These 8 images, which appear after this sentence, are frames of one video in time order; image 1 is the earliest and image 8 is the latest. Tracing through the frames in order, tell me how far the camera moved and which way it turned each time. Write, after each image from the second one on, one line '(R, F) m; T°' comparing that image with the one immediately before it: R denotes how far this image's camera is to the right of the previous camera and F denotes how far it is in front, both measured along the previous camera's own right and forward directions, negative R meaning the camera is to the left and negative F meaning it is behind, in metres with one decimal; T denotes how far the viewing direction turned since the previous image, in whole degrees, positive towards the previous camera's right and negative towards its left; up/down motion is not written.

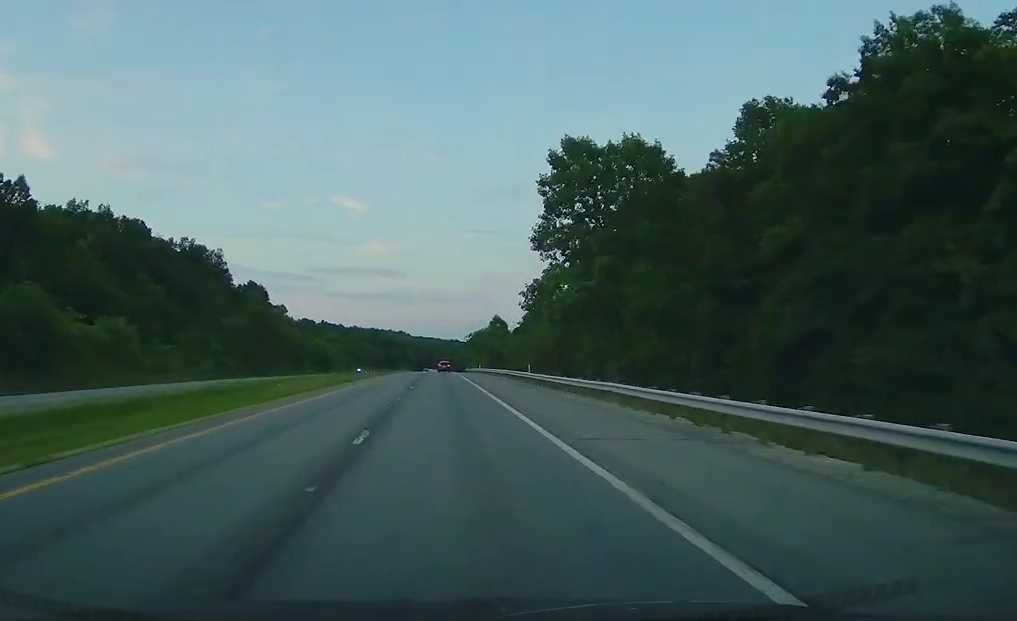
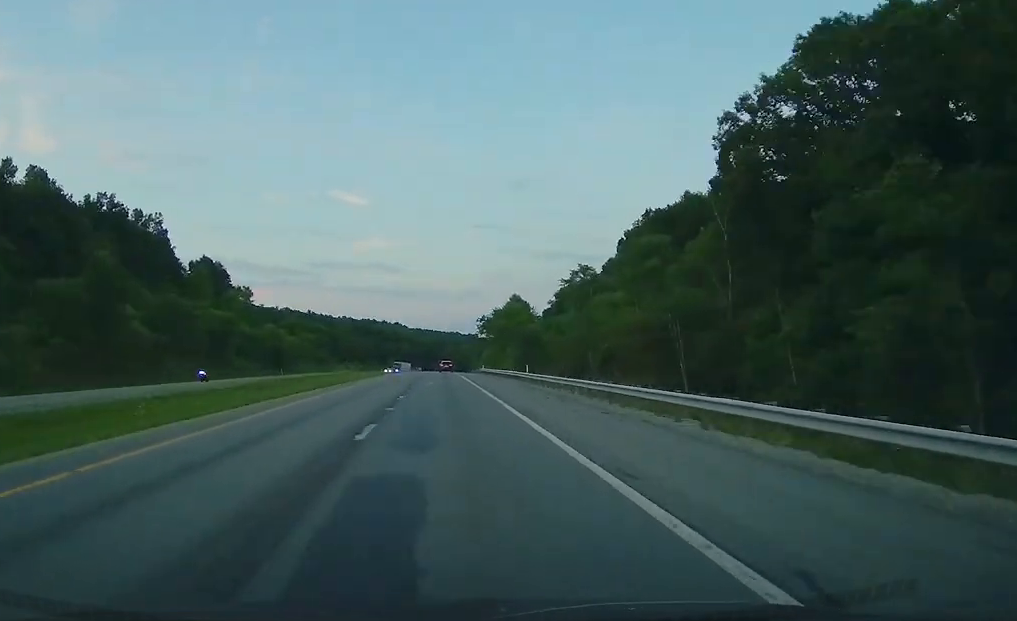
(-0.2, +57.9) m; +1°
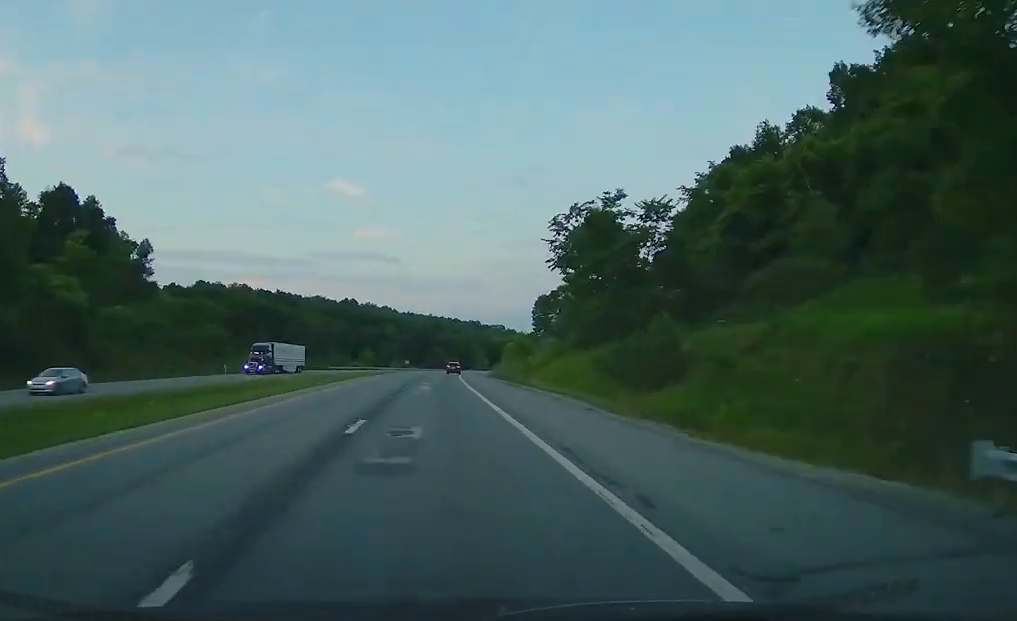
(+0.7, +95.2) m; +3°
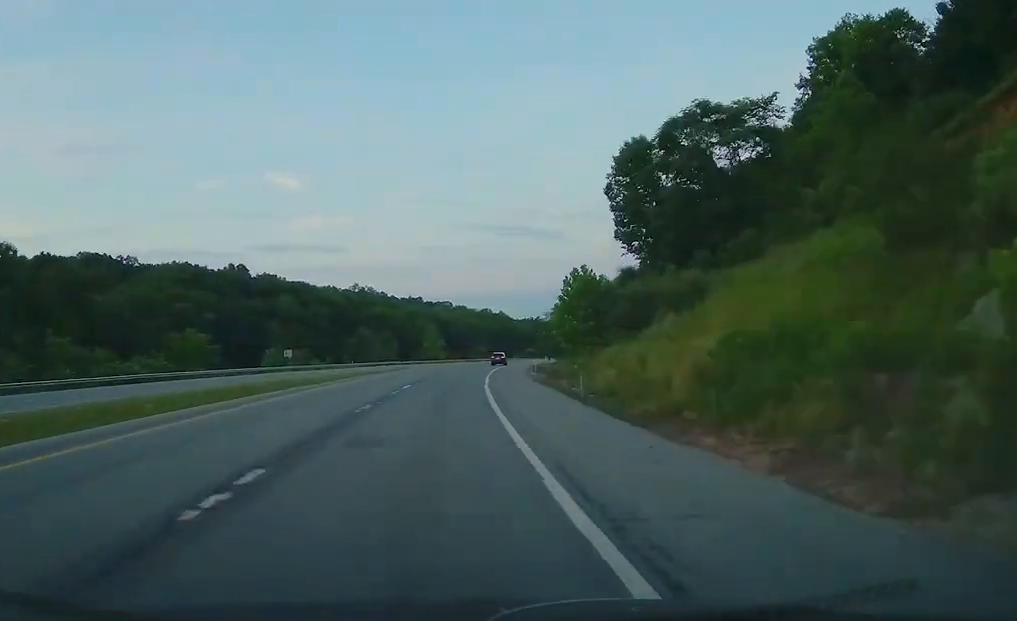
(+6.4, +118.1) m; +9°
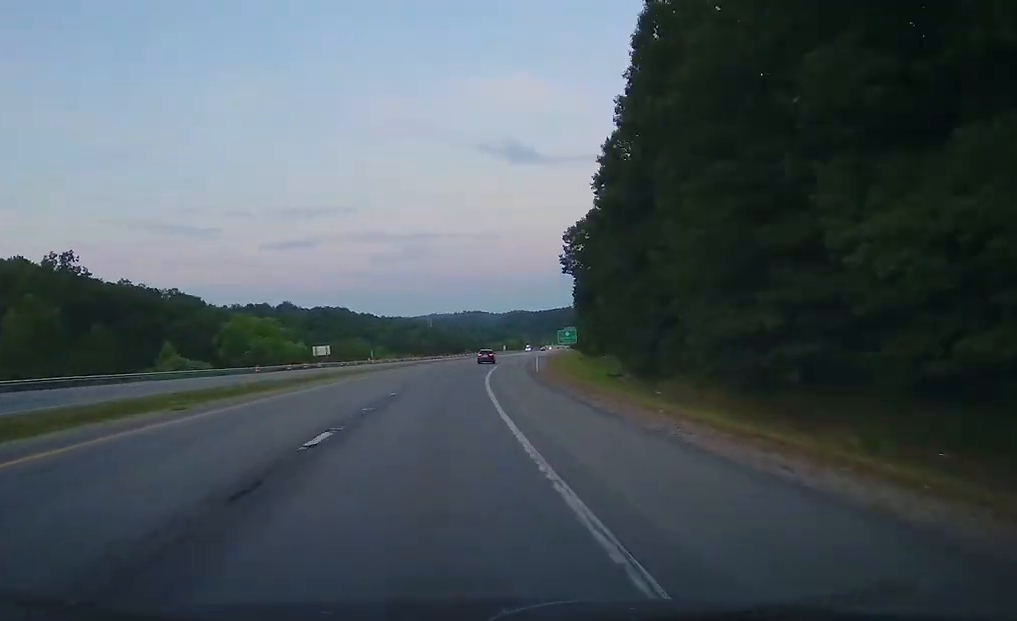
(+64.8, +273.9) m; +25°
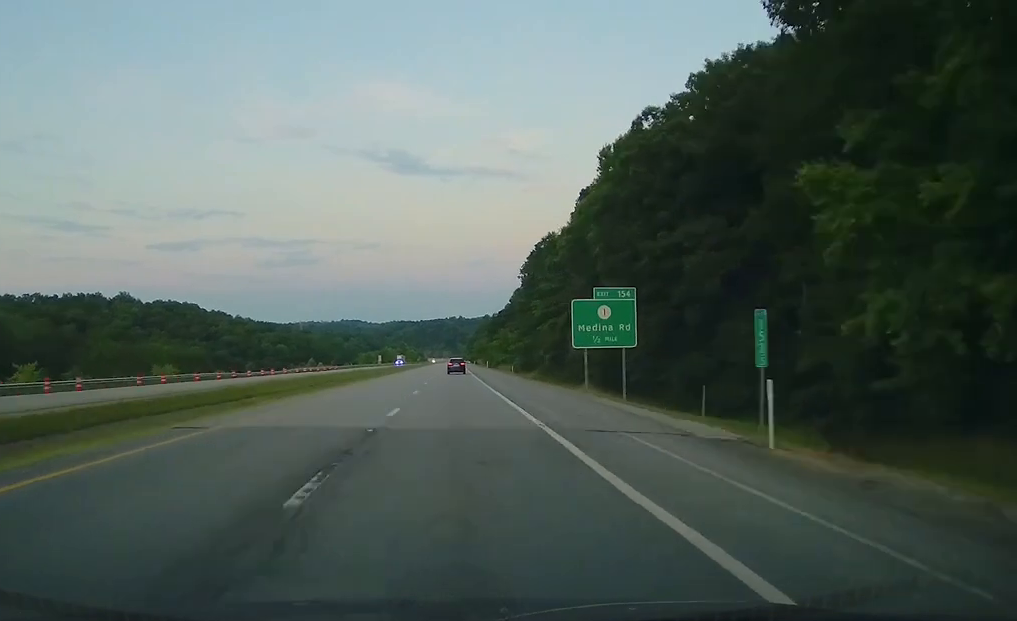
(+9.3, +128.8) m; +5°
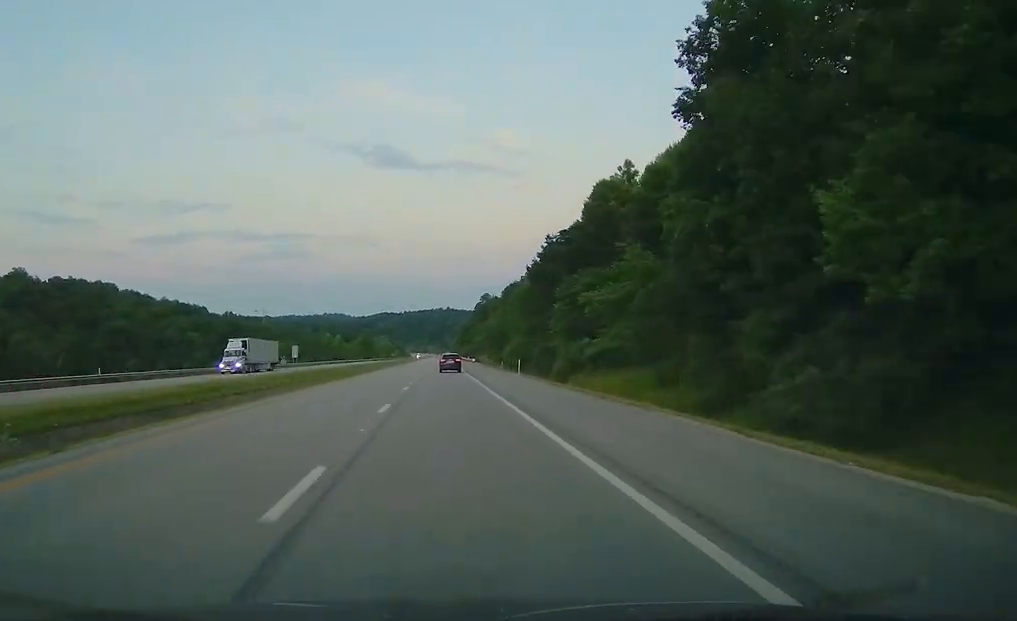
(+3.6, +148.9) m; +1°
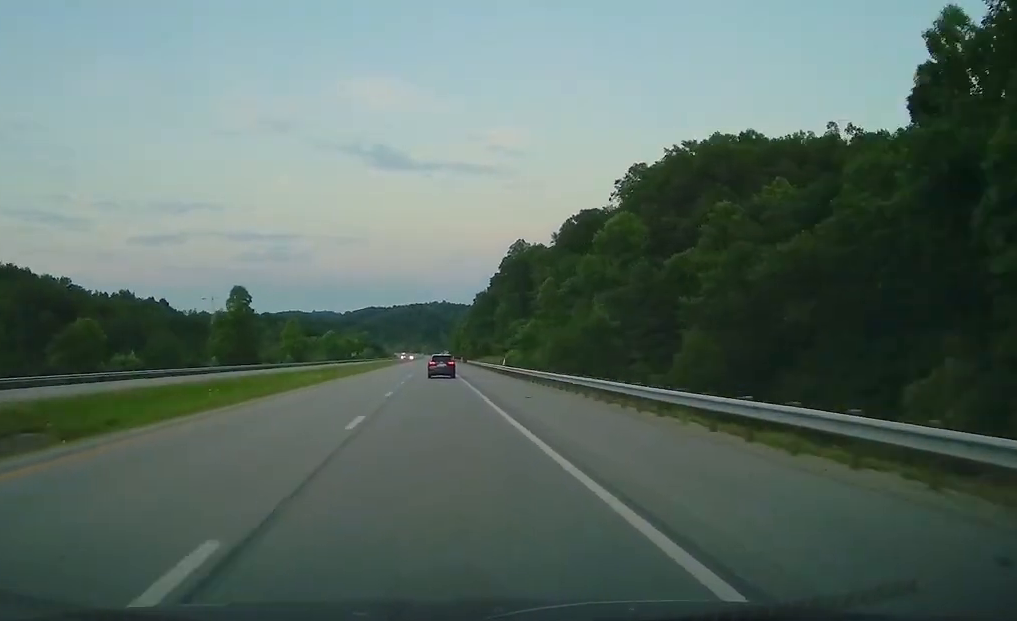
(+0.2, +191.9) m; 0°
